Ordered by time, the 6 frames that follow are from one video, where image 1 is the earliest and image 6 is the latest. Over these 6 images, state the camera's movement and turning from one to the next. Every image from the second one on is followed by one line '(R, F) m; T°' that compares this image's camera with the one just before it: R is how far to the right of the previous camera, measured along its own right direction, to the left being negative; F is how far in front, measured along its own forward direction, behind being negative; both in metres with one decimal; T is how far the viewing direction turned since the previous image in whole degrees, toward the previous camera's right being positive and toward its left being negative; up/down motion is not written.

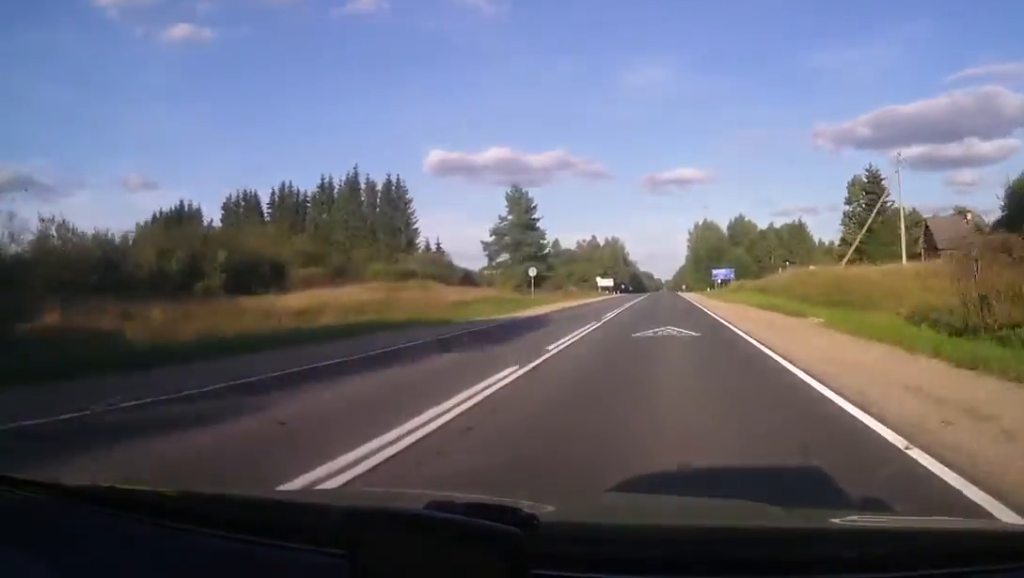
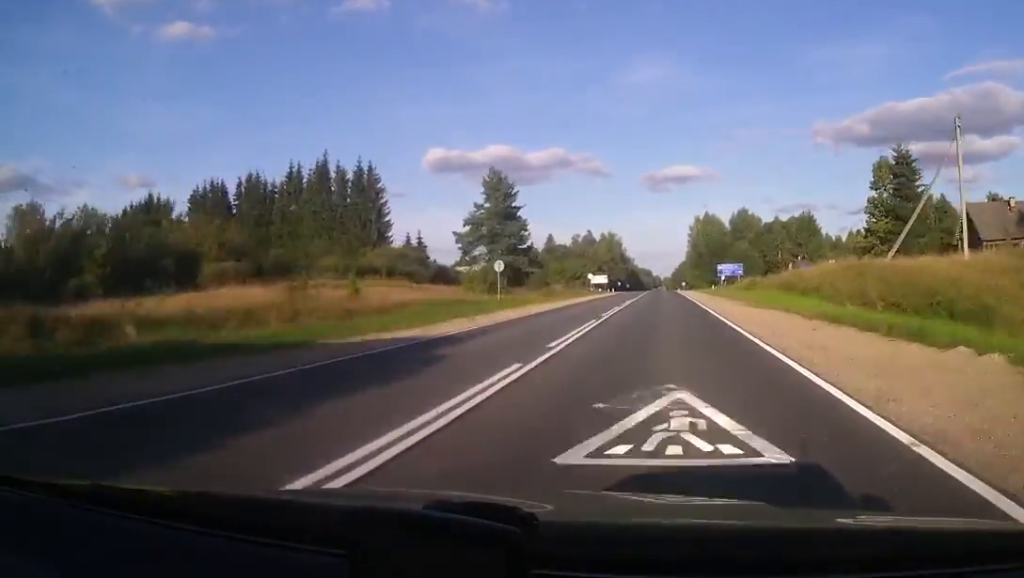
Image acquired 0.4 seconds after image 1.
(0.0, +11.8) m; 0°
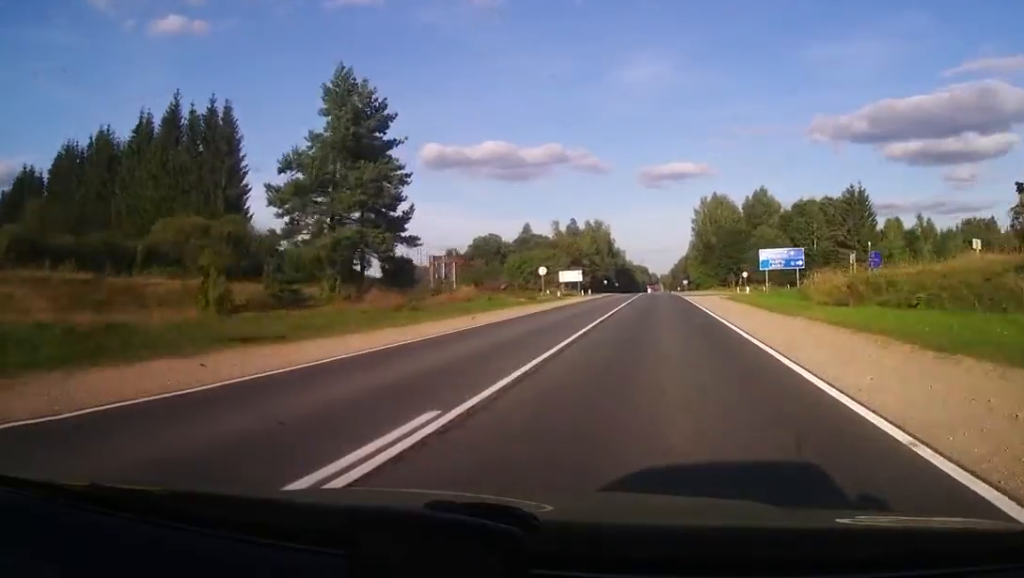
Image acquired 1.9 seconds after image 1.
(0.0, +40.0) m; 0°
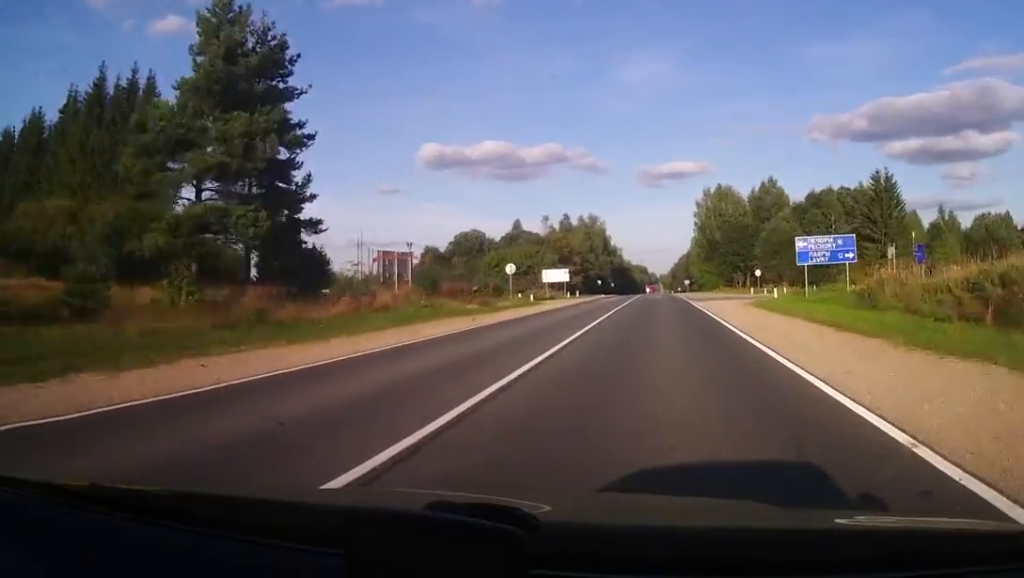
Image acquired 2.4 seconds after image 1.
(0.0, +13.6) m; 0°
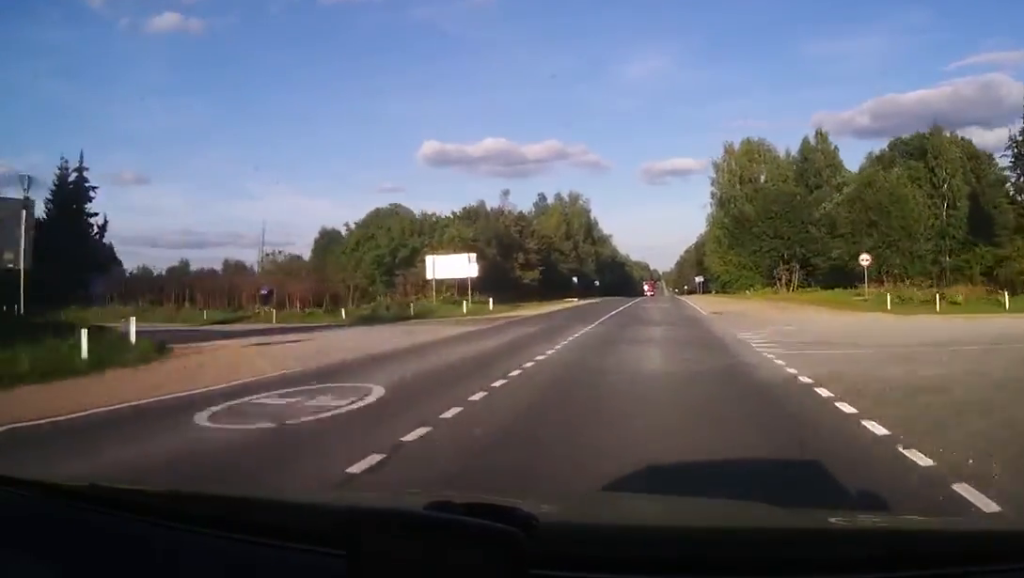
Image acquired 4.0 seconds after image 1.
(+0.2, +43.5) m; +1°
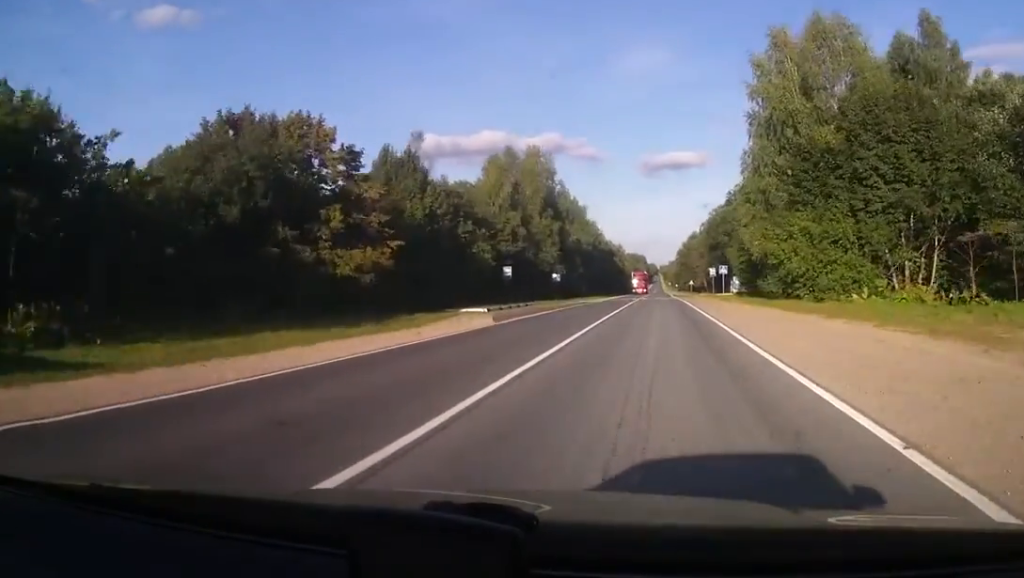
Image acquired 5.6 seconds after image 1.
(+0.2, +43.8) m; 0°
